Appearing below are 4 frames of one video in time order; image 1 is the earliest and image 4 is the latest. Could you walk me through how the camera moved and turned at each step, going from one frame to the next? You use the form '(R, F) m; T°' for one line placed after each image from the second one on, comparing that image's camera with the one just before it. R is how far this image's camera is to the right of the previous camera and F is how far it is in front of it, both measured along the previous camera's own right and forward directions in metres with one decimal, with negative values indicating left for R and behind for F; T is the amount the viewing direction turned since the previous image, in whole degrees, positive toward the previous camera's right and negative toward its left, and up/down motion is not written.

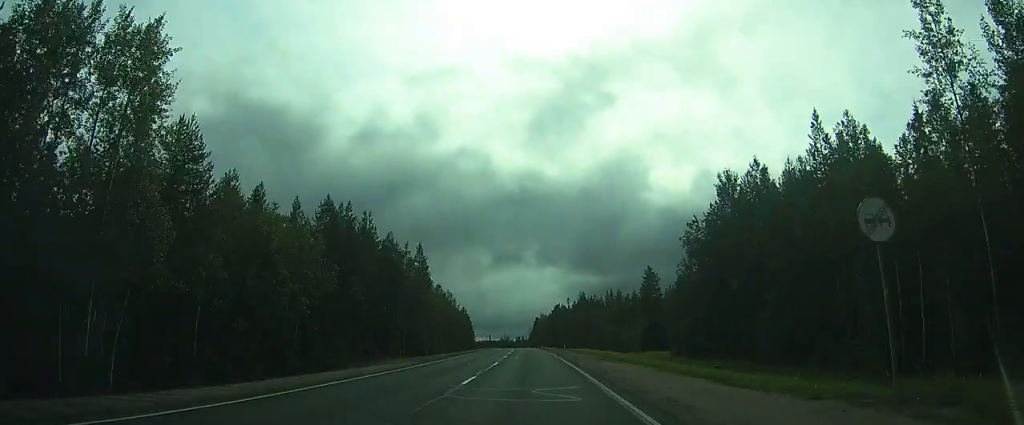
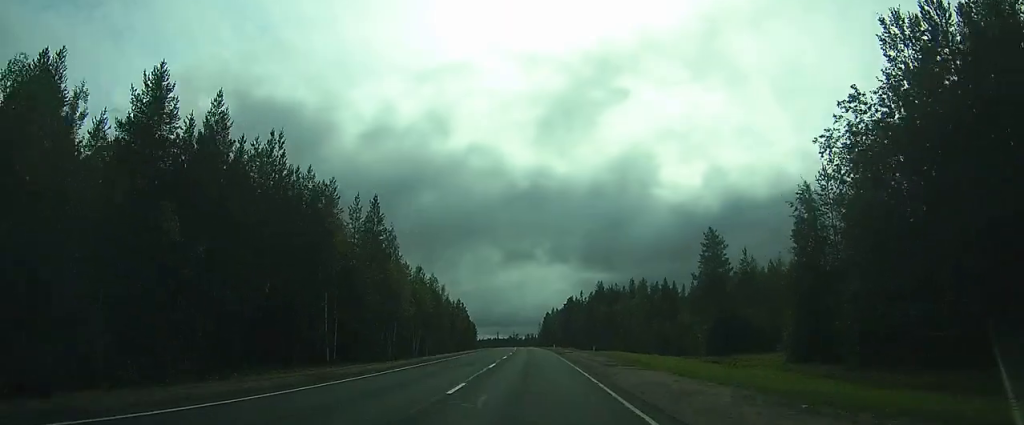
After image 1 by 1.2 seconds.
(-0.4, +25.7) m; -2°
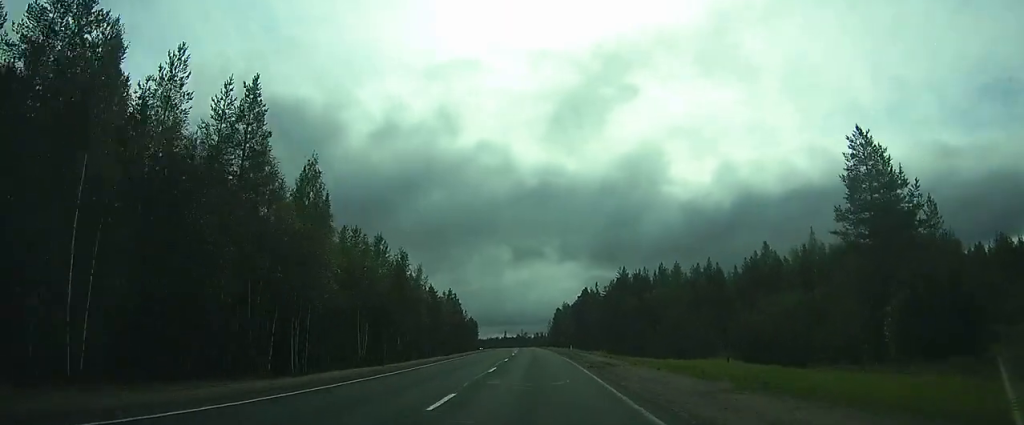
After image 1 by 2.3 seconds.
(-0.3, +26.0) m; -1°
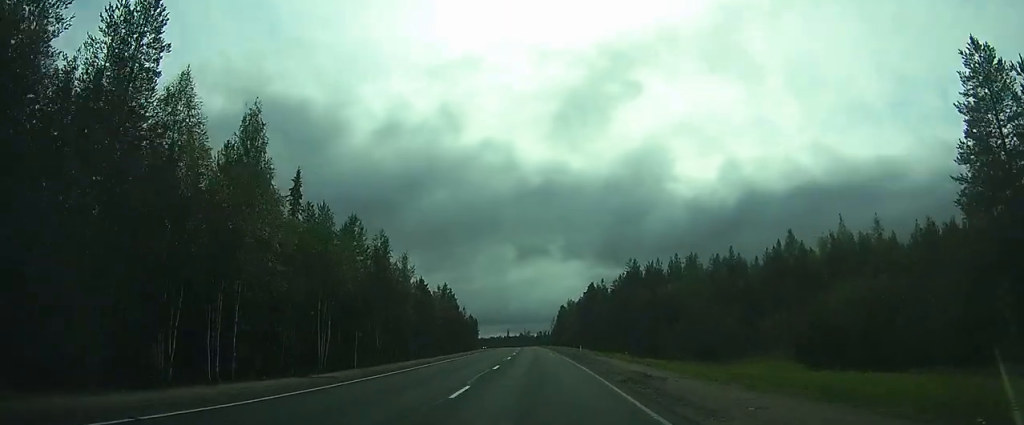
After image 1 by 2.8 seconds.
(0.0, +9.7) m; 0°
